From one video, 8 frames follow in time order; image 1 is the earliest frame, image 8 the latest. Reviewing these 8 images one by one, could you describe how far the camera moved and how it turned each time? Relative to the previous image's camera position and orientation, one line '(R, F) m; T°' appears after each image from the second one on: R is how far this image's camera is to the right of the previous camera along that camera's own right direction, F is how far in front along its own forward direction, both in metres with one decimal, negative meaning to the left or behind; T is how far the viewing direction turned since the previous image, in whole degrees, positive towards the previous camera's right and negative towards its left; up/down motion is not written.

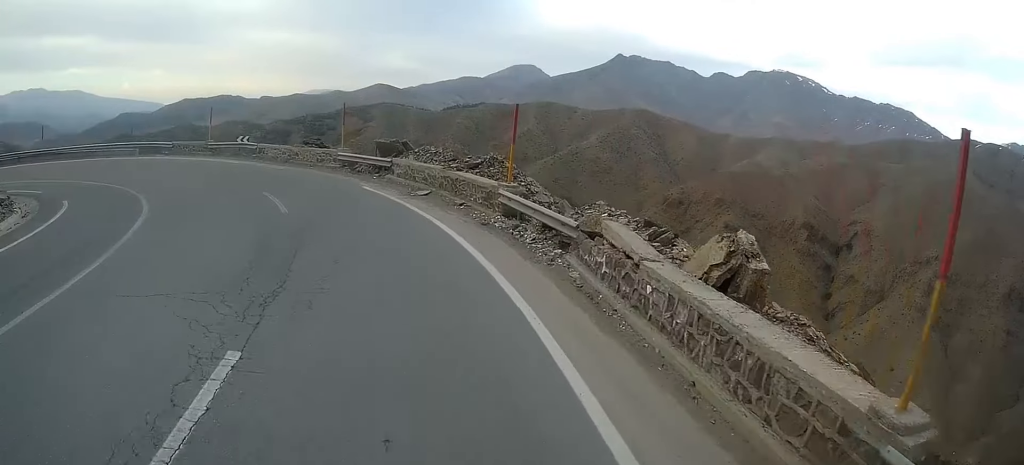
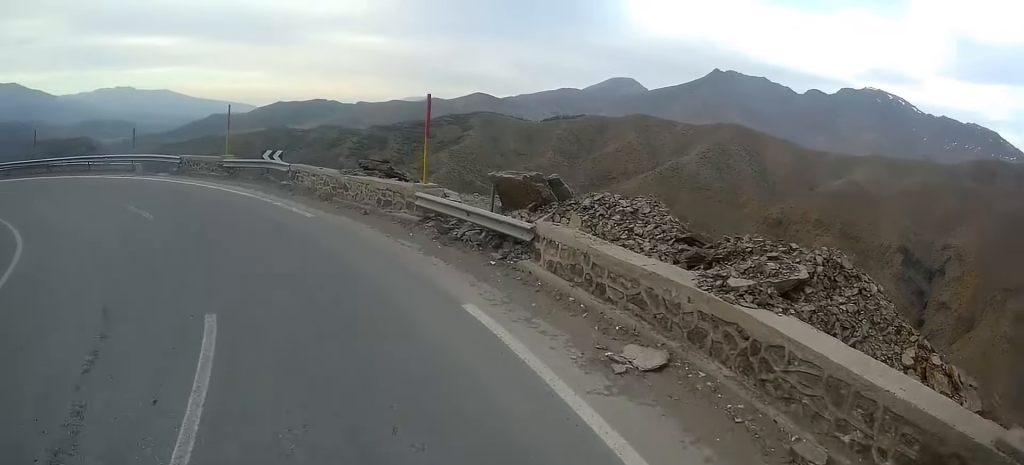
(-0.6, +12.3) m; -13°
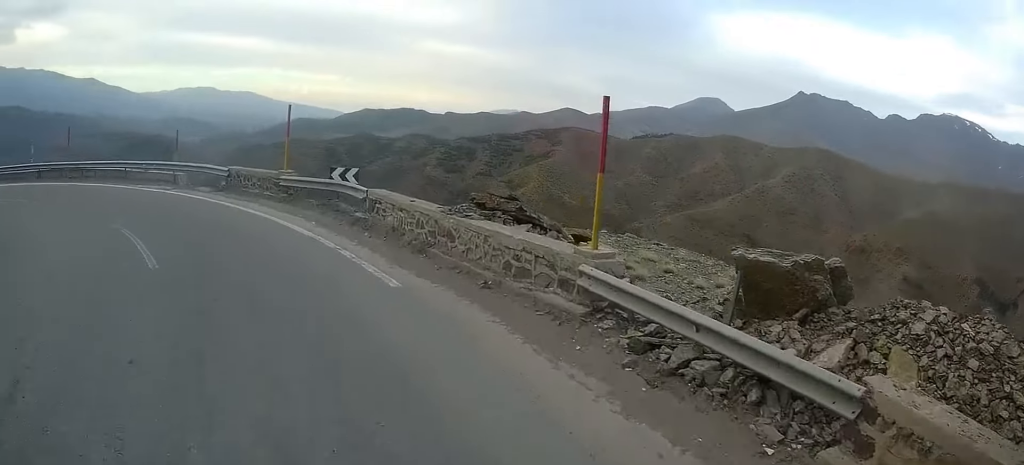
(-0.8, +5.6) m; -11°
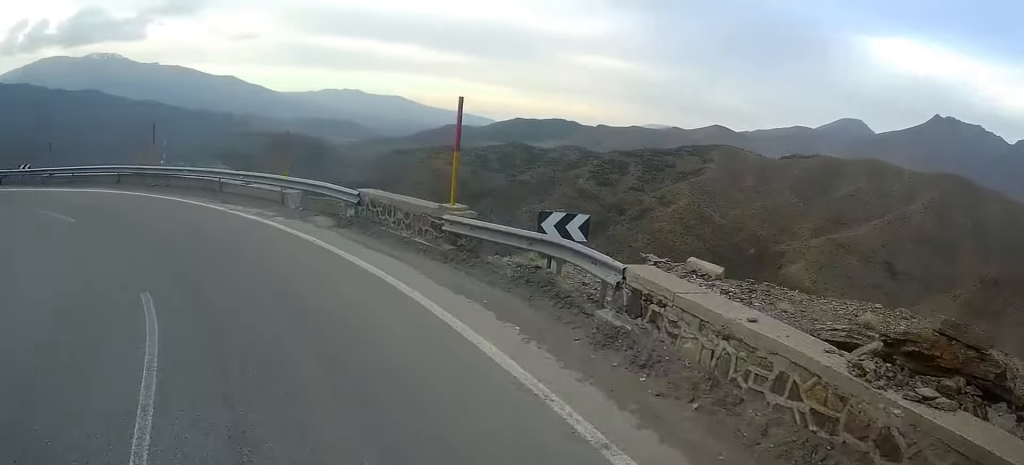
(-0.9, +7.1) m; -14°
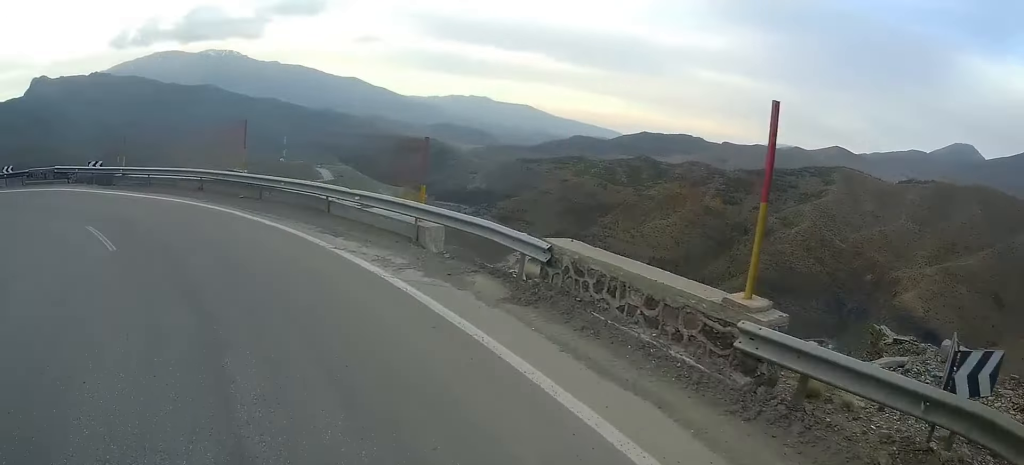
(-0.2, +5.2) m; -11°
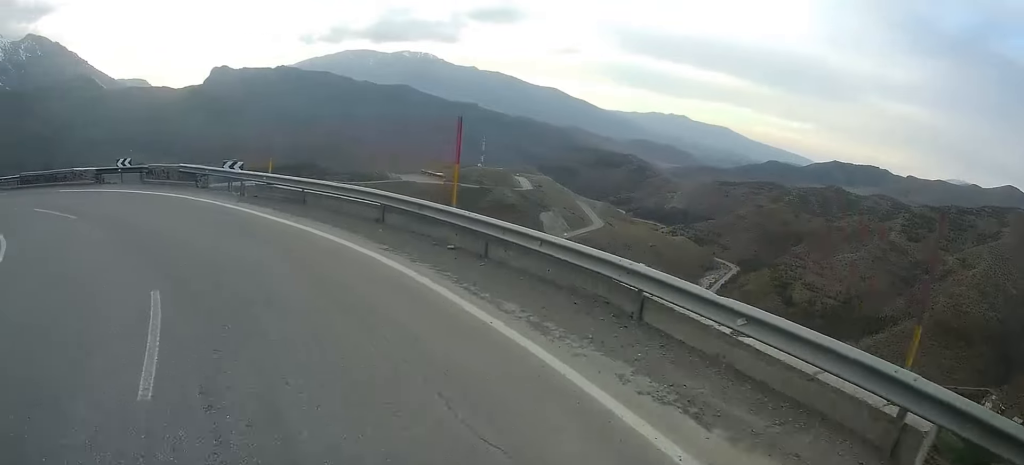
(-1.3, +7.6) m; -22°
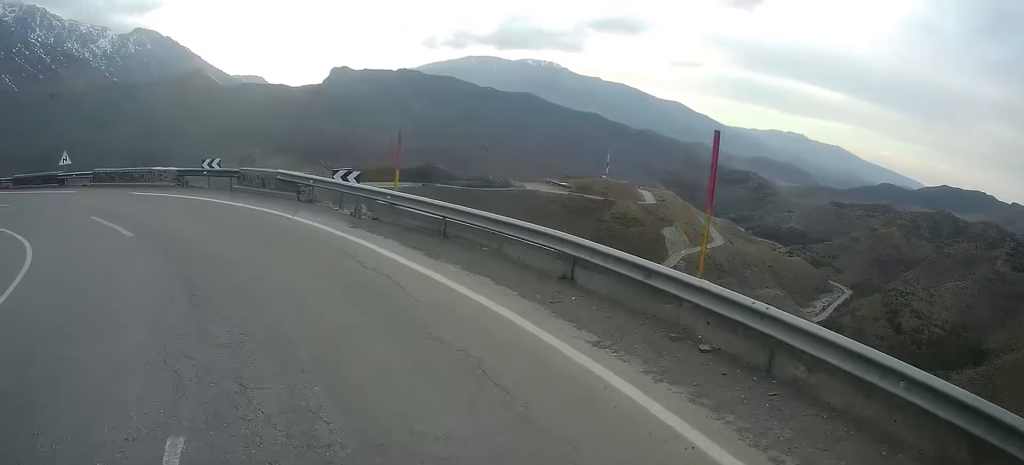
(-0.7, +4.8) m; -12°
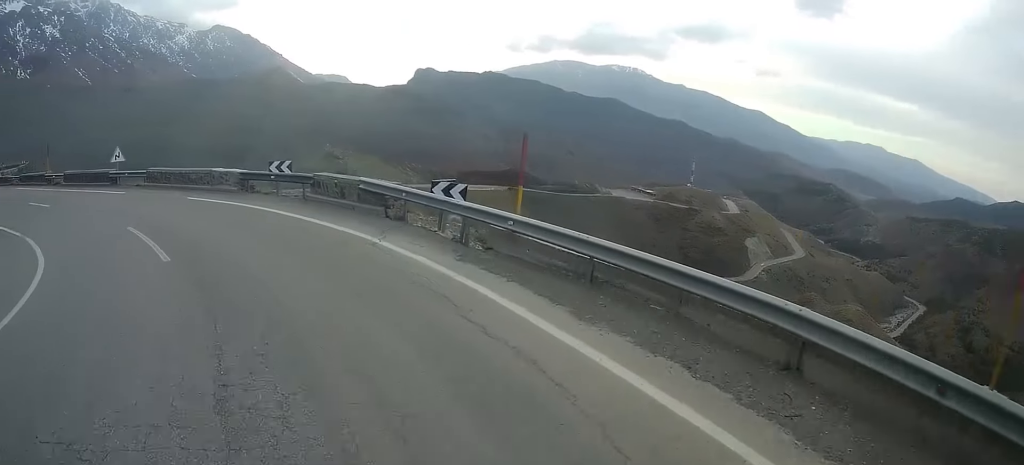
(-0.2, +3.5) m; -7°
